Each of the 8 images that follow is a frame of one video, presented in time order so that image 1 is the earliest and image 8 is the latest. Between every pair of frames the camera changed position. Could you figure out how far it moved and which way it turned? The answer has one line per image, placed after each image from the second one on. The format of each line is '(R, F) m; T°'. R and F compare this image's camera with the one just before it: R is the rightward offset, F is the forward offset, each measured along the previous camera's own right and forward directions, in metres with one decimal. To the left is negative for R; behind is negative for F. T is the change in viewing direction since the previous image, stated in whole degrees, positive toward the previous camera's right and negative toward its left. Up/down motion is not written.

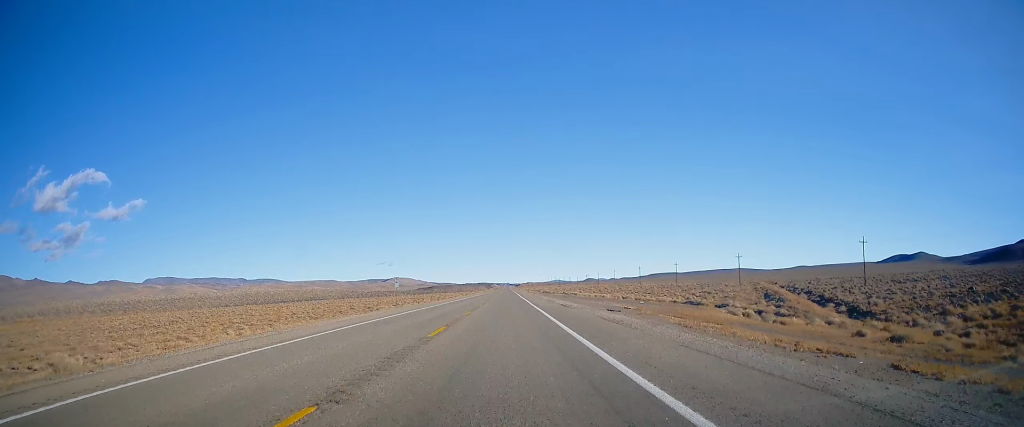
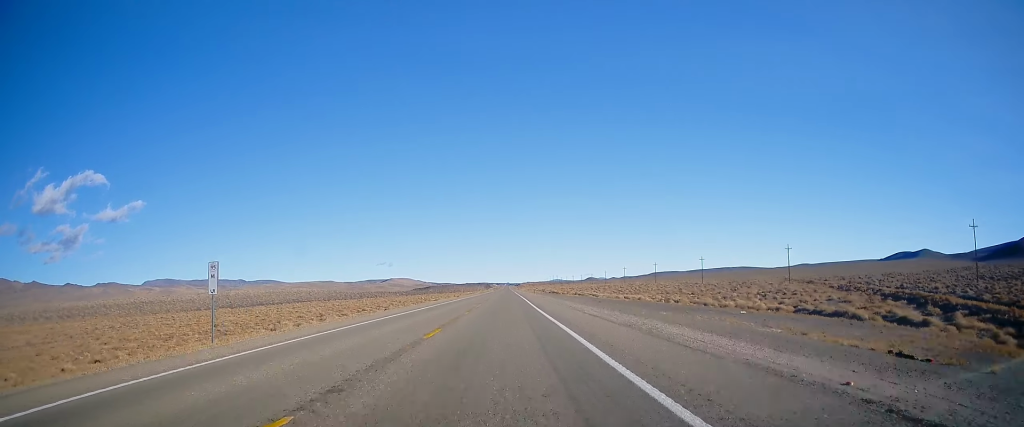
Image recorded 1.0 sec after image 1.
(+0.1, +37.0) m; 0°
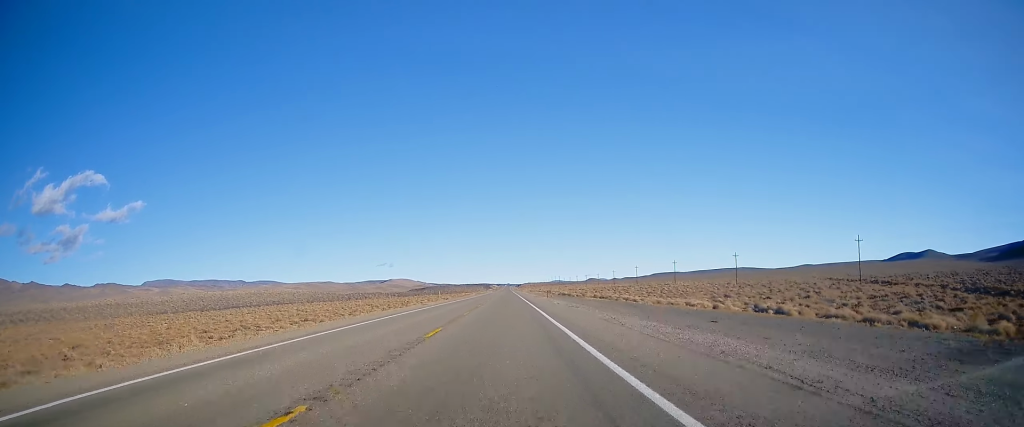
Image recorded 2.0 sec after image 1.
(-0.2, +36.0) m; -1°
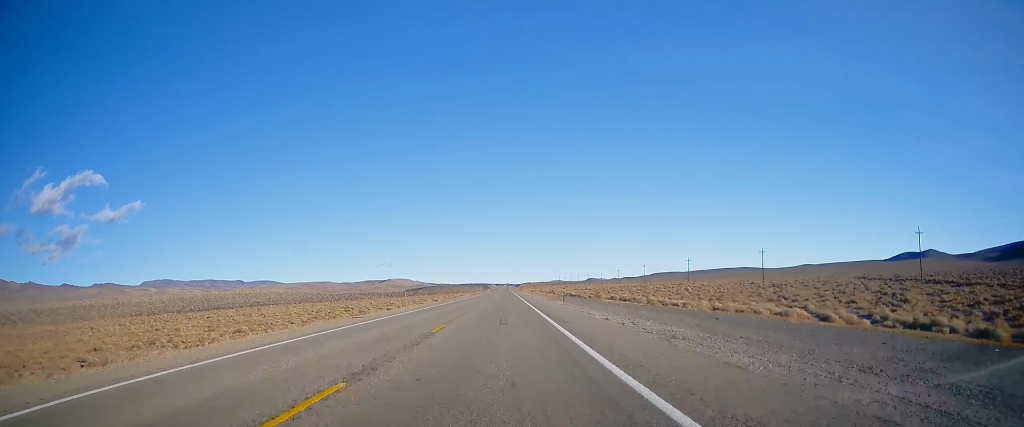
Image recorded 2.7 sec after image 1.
(-0.4, +22.9) m; 0°
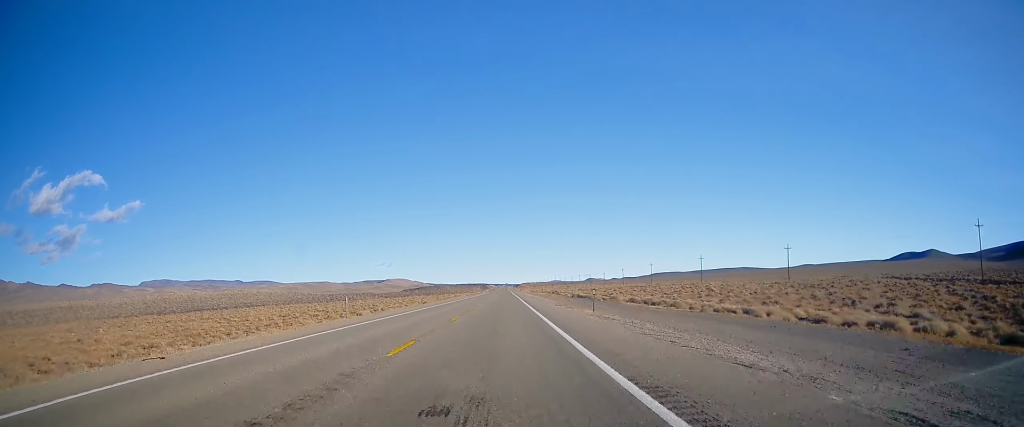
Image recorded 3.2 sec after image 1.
(-0.1, +17.9) m; 0°
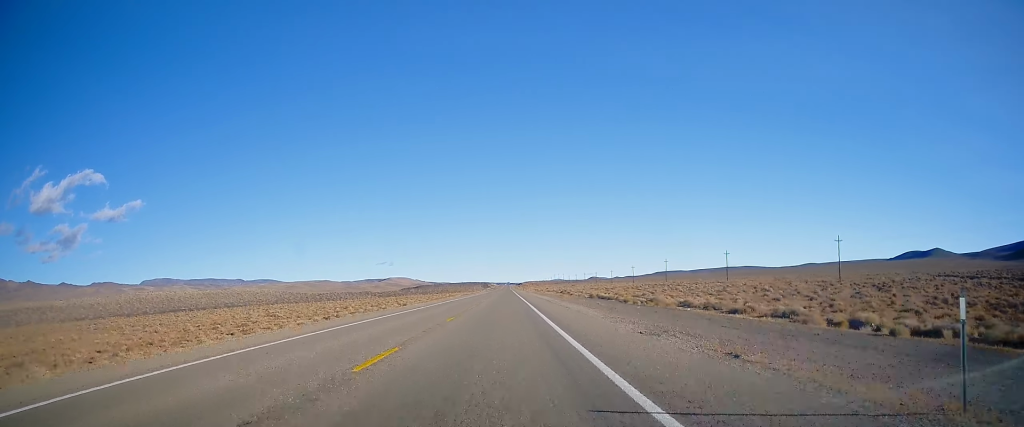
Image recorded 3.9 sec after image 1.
(+0.6, +25.9) m; +1°
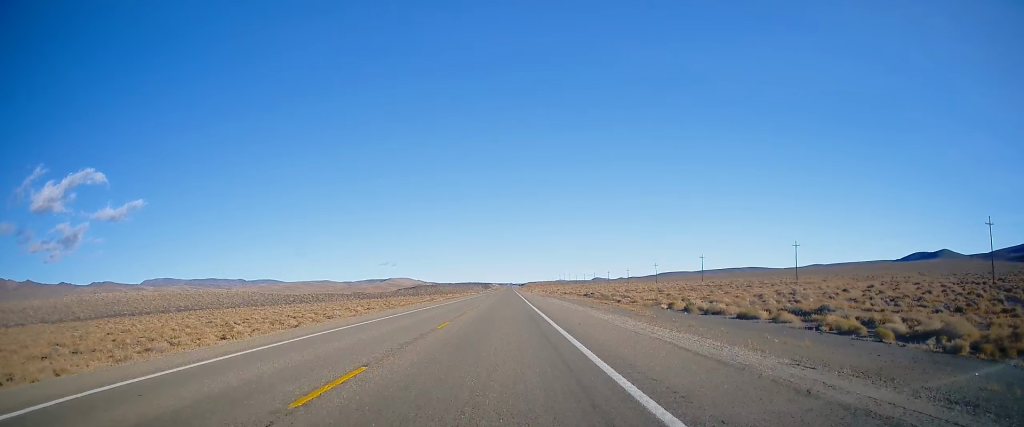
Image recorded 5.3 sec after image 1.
(-0.7, +51.1) m; -1°
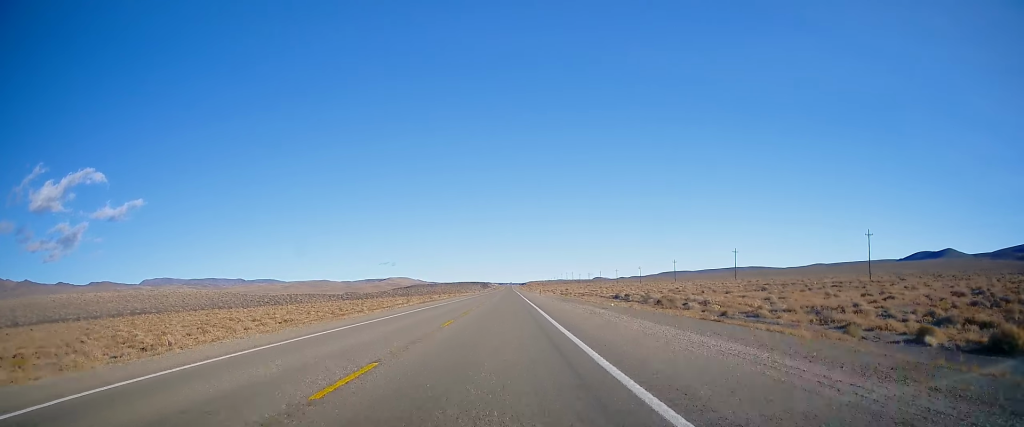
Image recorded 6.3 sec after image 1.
(-0.2, +35.8) m; 0°
